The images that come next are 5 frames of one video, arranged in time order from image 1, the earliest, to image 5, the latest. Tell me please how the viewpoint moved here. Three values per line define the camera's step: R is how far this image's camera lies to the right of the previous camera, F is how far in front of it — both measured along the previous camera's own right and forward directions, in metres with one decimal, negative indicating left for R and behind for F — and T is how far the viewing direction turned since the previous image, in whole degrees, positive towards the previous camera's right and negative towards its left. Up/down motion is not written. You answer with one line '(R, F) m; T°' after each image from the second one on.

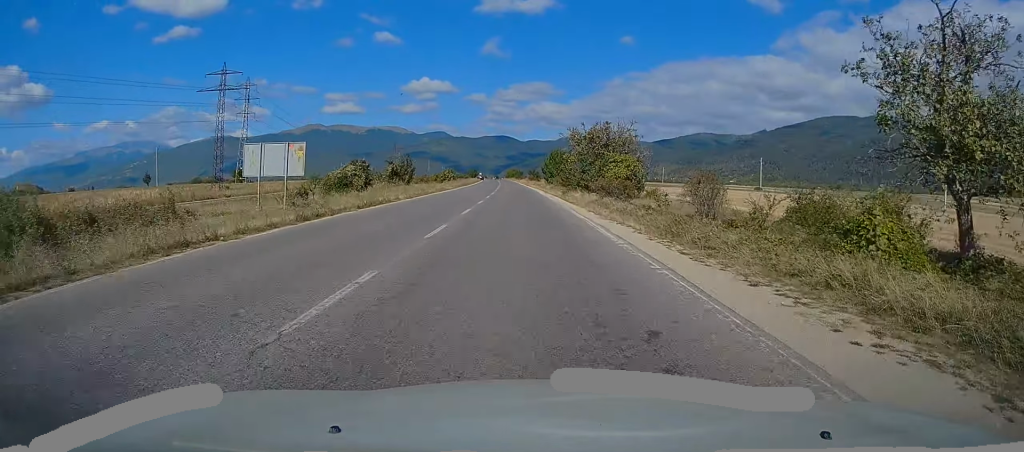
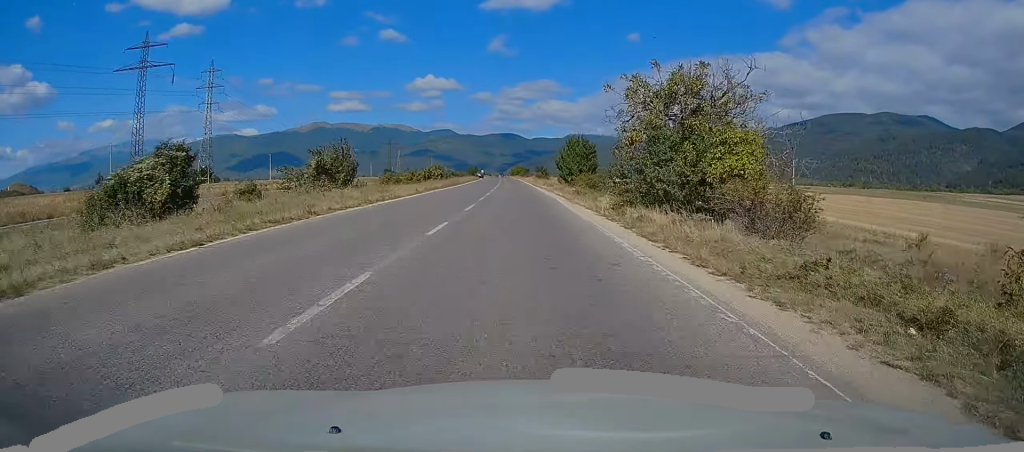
(-0.1, +23.2) m; 0°
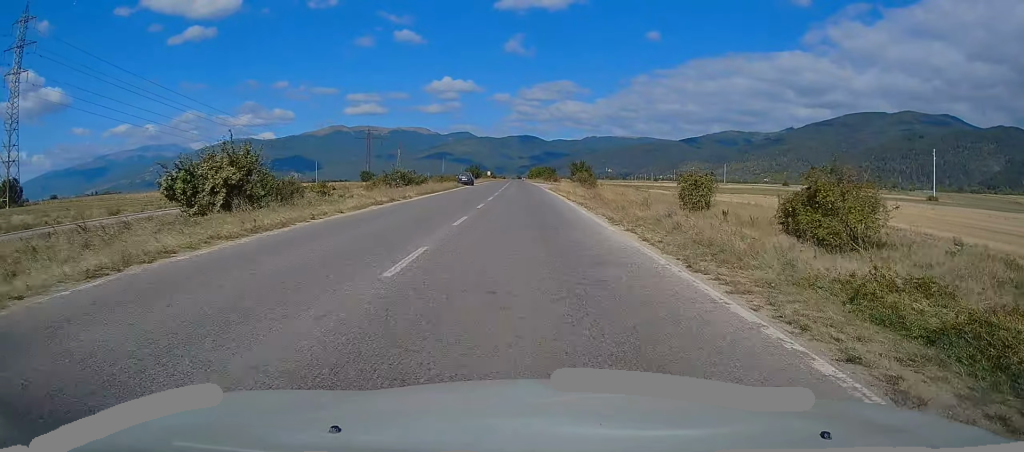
(-1.0, +66.9) m; -2°
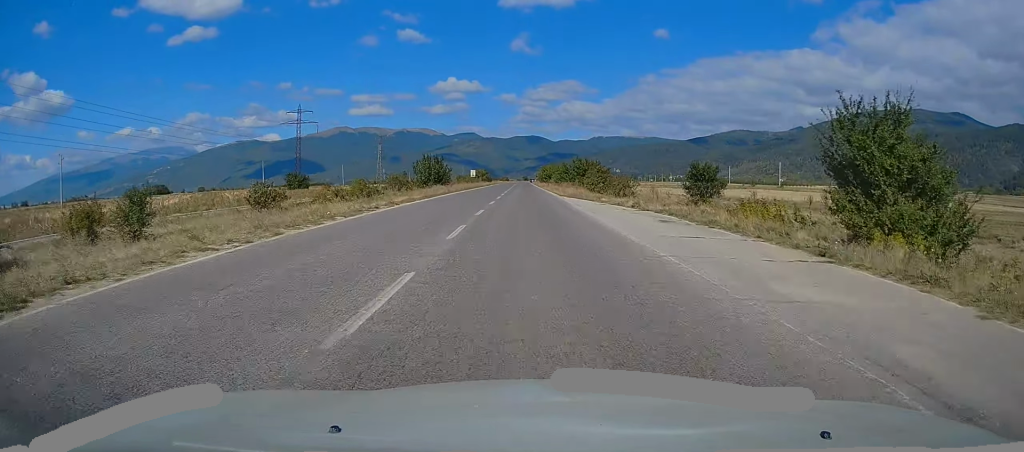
(-0.5, +72.4) m; -1°
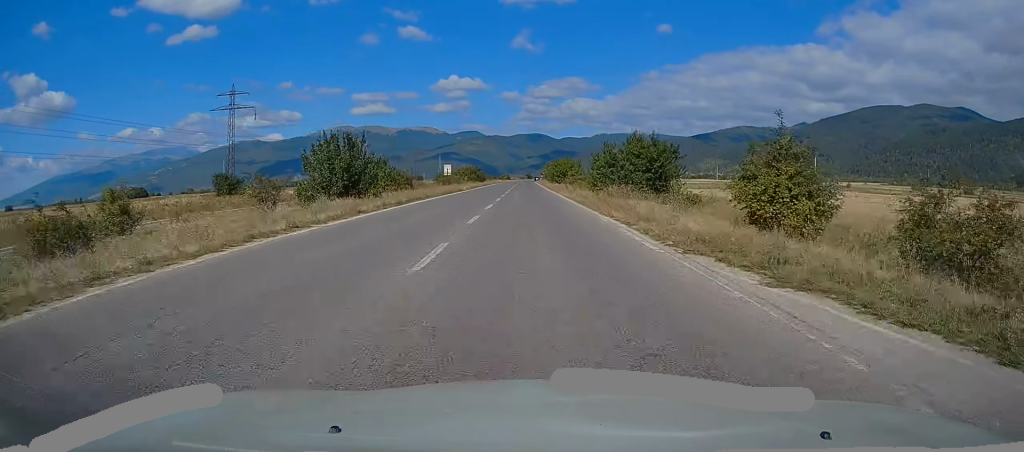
(+0.1, +34.9) m; +1°
